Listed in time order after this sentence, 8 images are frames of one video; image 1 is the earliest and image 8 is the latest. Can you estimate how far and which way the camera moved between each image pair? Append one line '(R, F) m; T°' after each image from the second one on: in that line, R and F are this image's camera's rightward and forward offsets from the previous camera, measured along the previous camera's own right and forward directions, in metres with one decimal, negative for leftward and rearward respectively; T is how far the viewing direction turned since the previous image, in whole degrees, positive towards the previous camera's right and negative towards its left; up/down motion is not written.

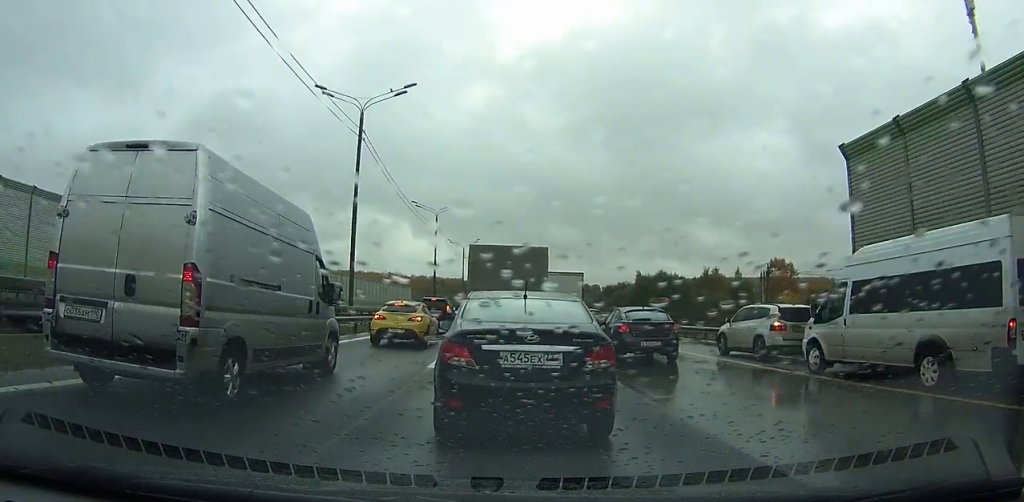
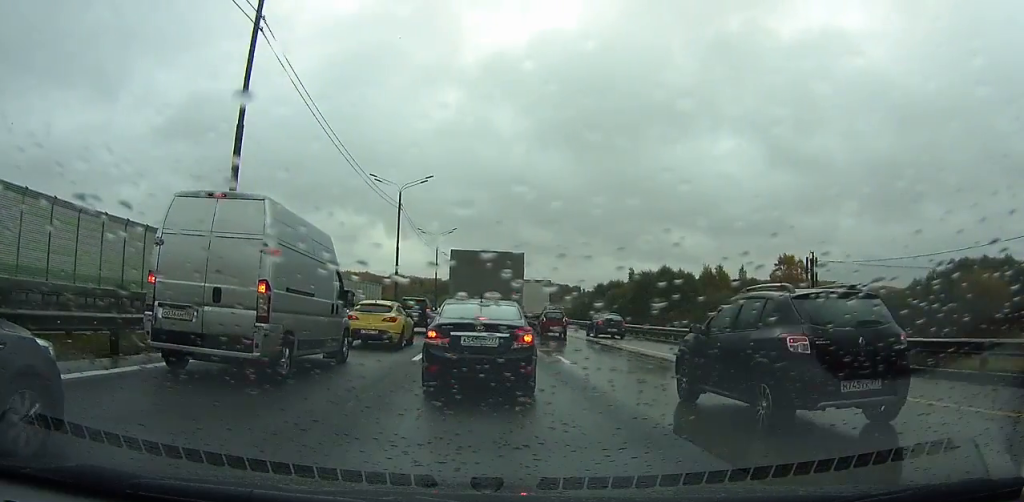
(+0.2, +14.0) m; +1°
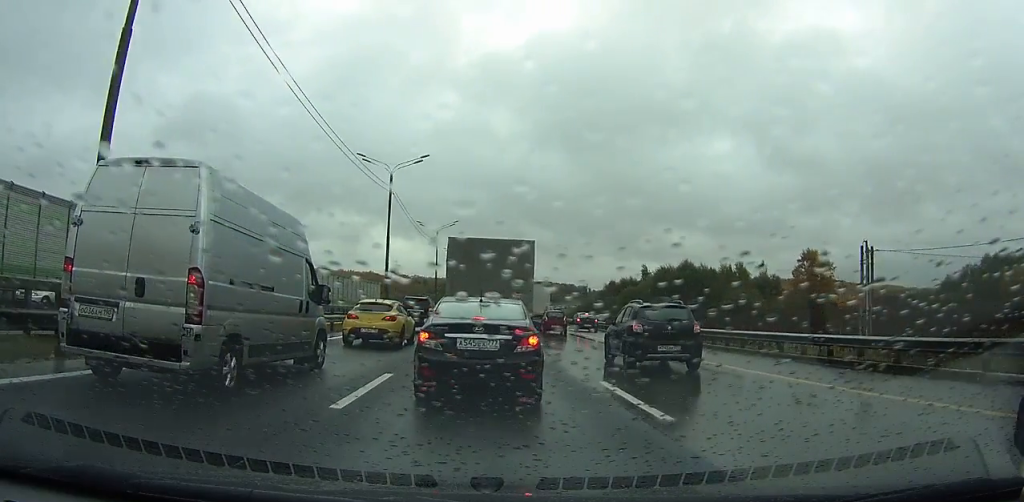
(0.0, +6.2) m; -1°
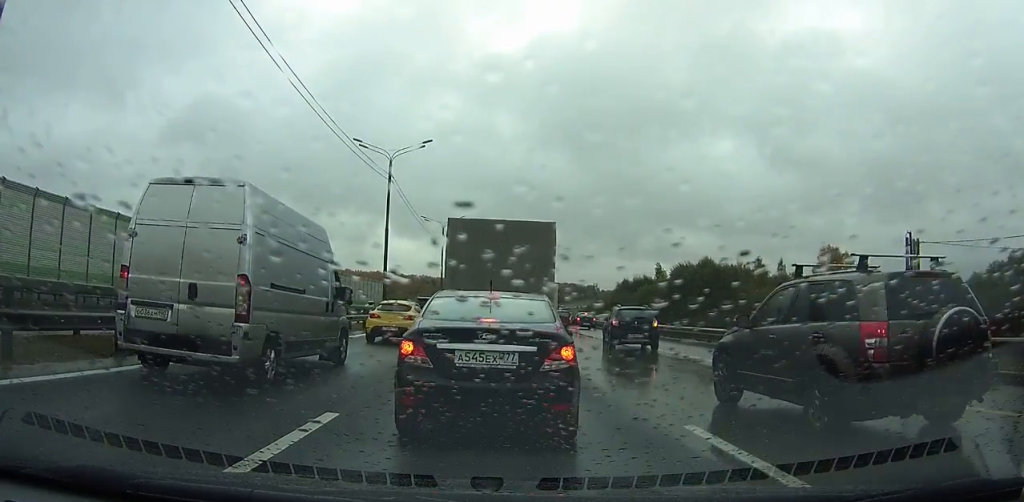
(-0.1, +3.8) m; -1°
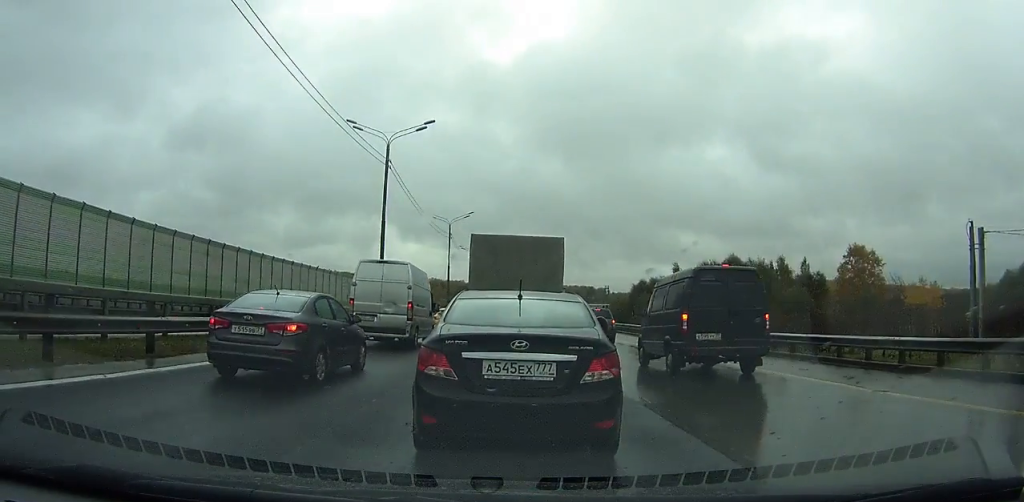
(-0.1, +8.9) m; -1°
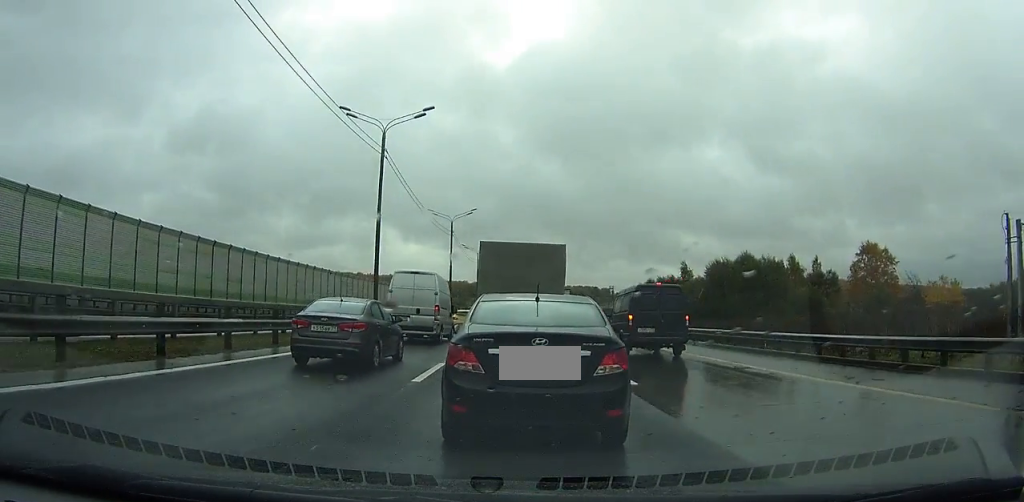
(-0.1, +2.9) m; 0°
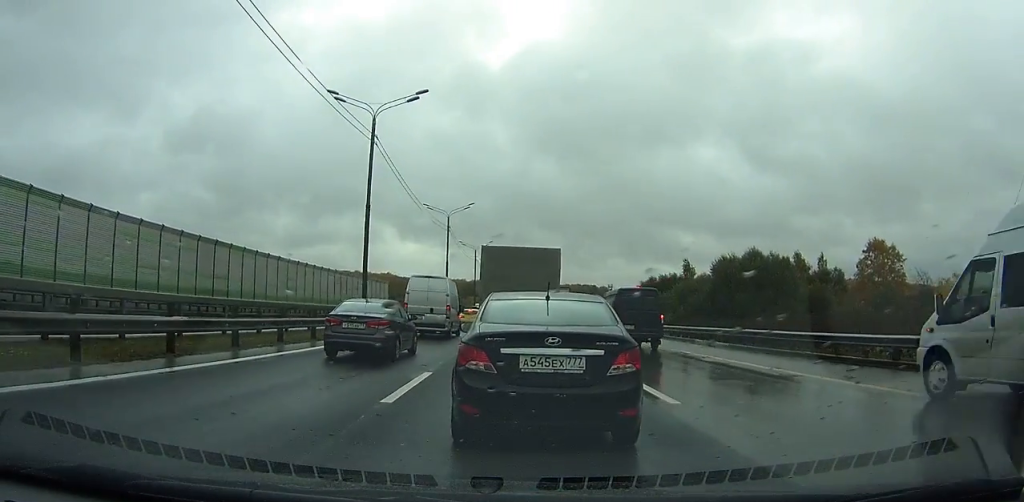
(0.0, +2.5) m; 0°
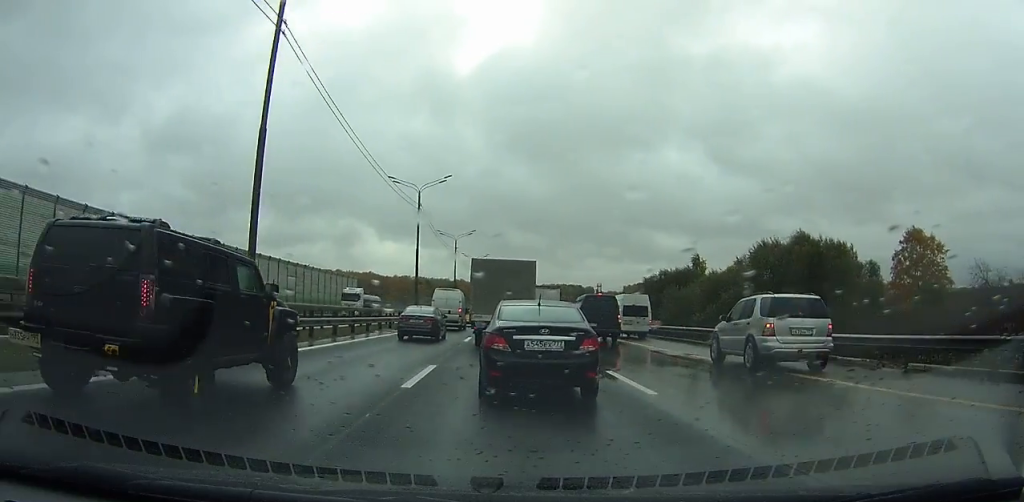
(+0.2, +12.4) m; +2°
